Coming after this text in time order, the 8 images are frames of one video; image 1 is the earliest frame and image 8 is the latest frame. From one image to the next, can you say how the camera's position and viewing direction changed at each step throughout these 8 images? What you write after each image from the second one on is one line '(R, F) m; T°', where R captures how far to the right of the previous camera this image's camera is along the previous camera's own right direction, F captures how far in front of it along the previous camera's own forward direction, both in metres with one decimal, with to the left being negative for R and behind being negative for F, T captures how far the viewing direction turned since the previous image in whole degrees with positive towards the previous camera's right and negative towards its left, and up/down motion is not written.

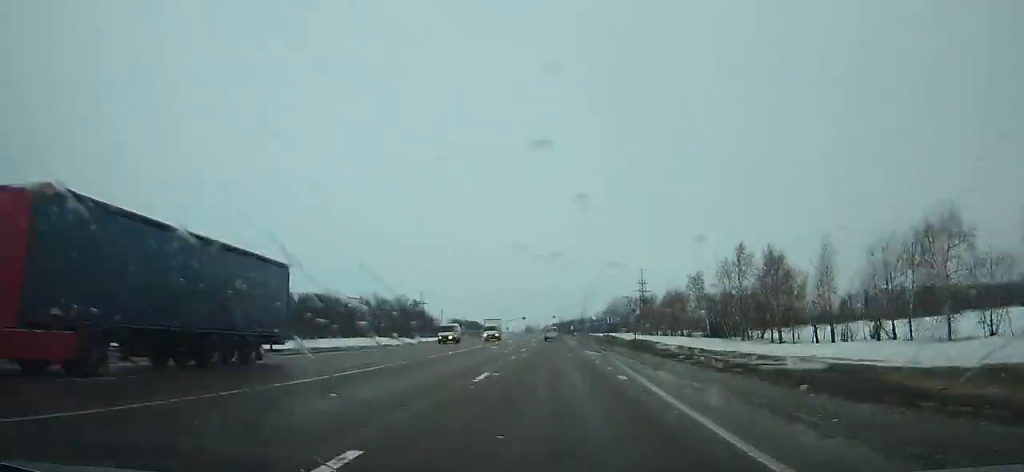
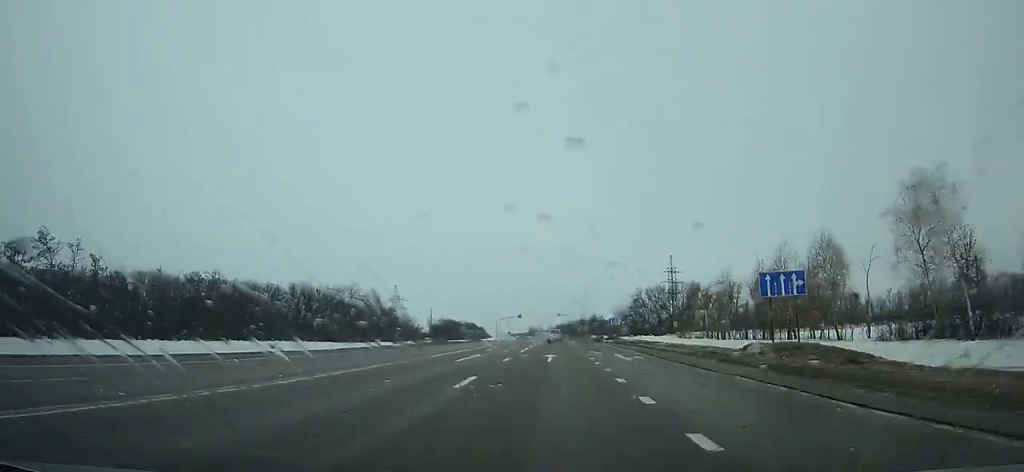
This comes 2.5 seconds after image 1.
(-0.1, +61.4) m; 0°
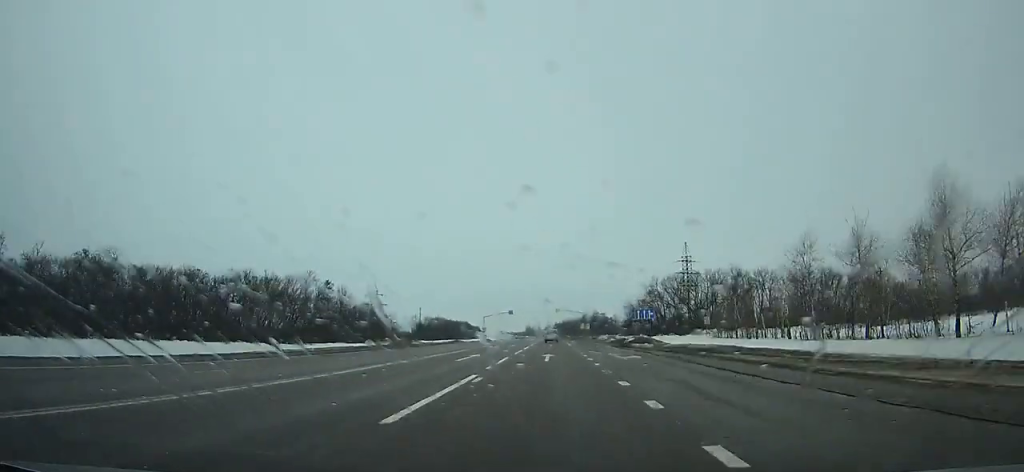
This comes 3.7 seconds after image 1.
(0.0, +29.5) m; 0°
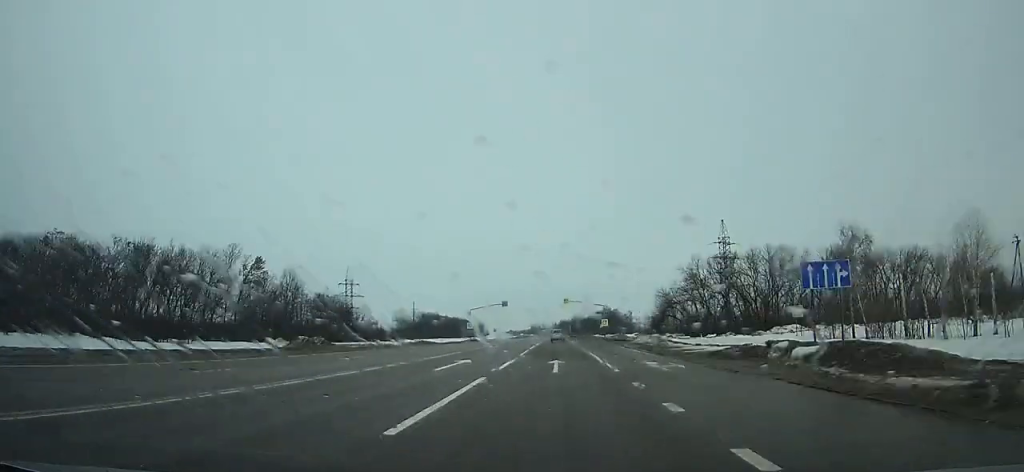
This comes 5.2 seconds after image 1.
(-0.3, +37.0) m; 0°
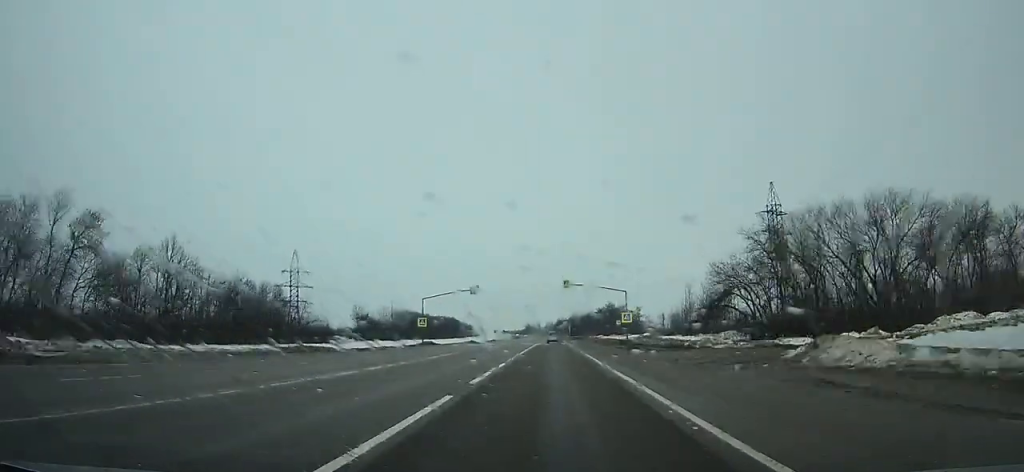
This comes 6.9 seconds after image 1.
(-0.2, +42.0) m; 0°
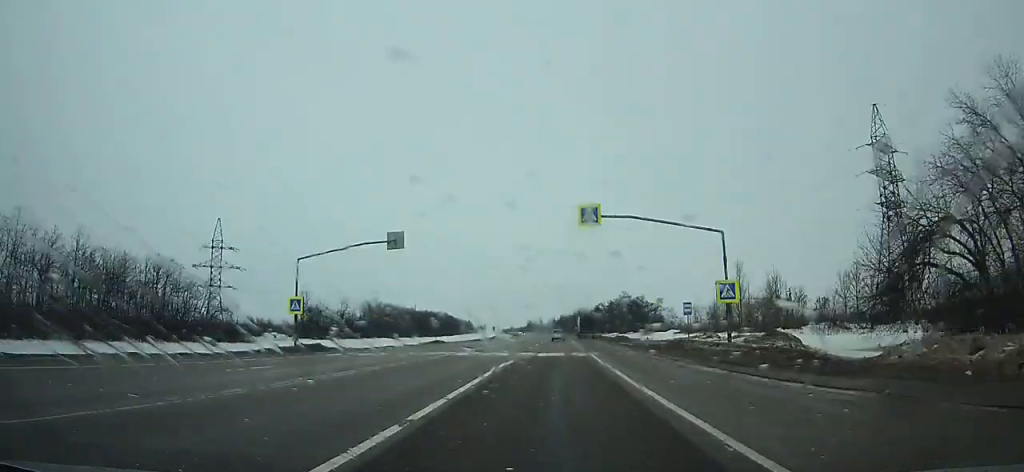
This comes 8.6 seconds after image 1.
(0.0, +42.3) m; 0°
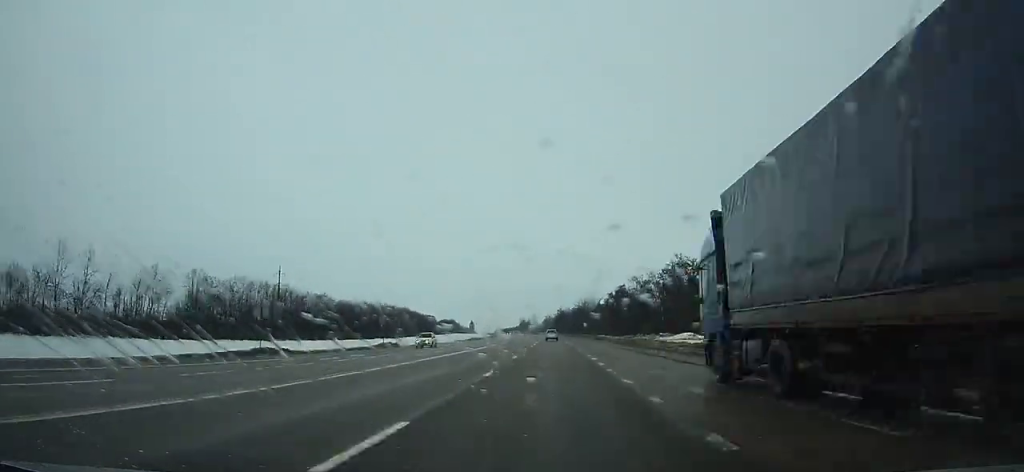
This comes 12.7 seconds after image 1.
(+0.8, +103.4) m; 0°
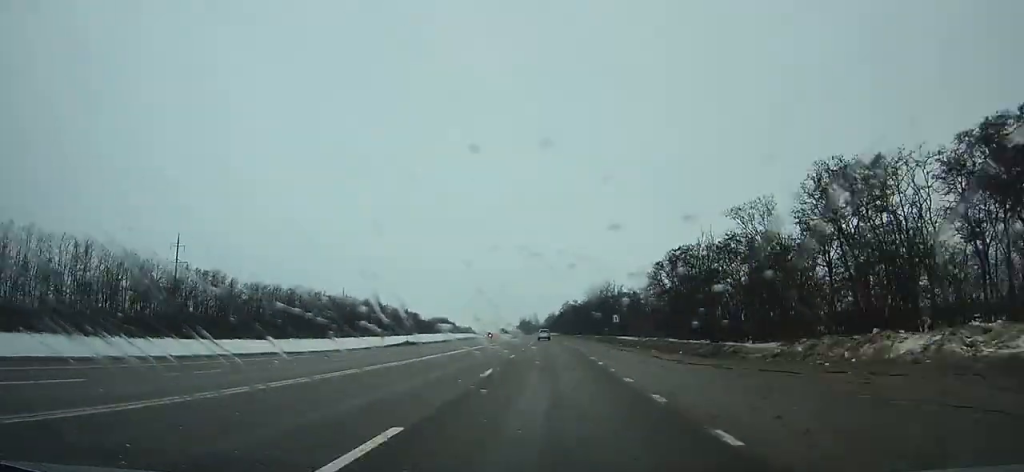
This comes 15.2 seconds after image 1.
(-0.3, +64.2) m; -1°
